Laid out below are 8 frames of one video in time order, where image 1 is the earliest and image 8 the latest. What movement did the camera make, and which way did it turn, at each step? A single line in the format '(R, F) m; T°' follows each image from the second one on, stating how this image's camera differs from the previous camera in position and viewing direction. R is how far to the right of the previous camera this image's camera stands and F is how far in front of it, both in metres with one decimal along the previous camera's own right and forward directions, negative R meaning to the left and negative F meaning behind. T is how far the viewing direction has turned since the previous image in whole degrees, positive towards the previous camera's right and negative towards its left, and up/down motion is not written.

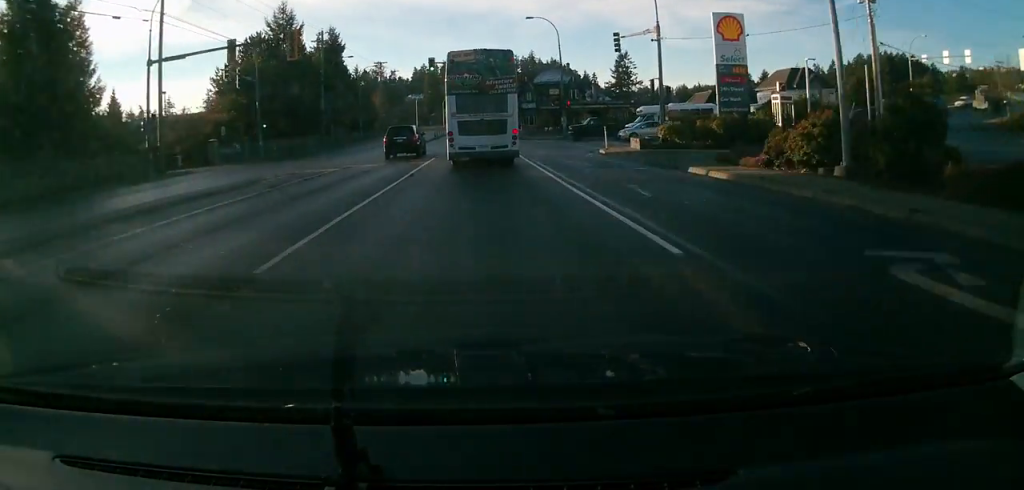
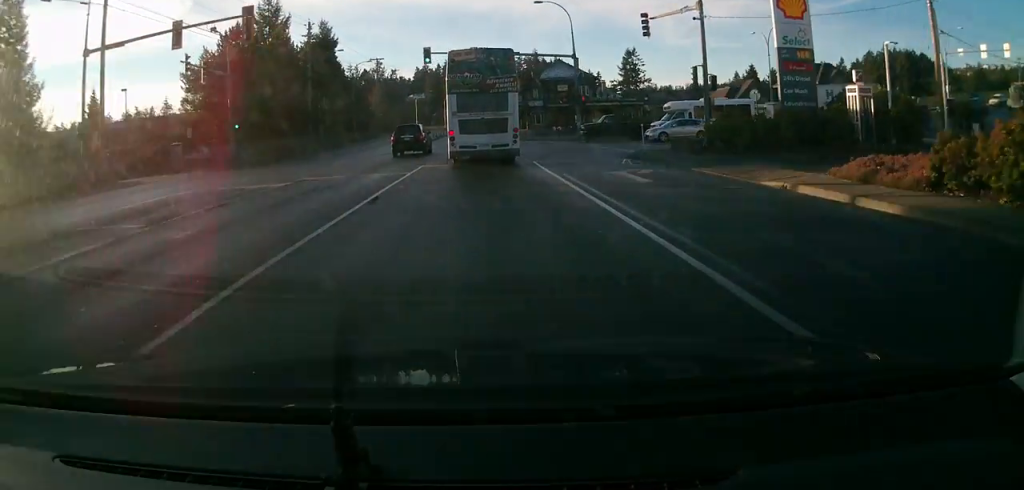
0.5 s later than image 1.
(-0.1, +7.2) m; 0°
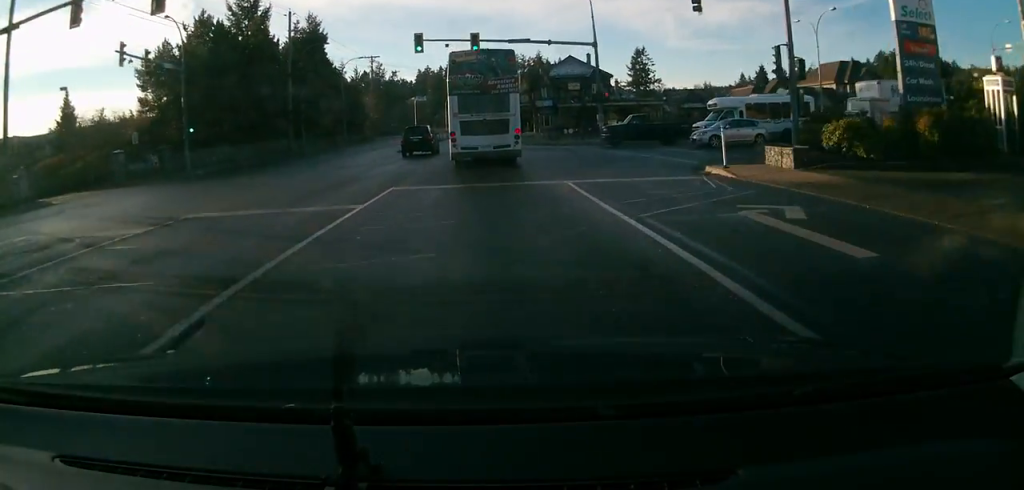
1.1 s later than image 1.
(0.0, +8.7) m; 0°
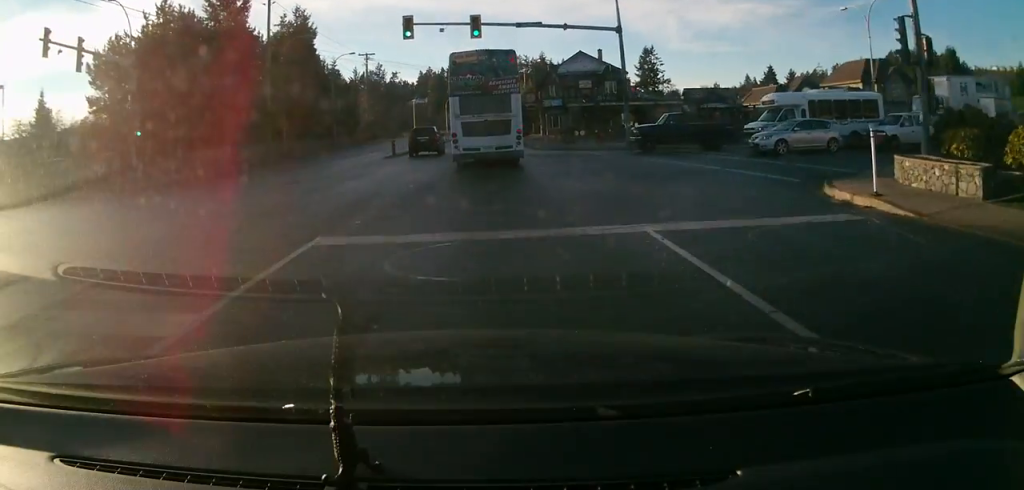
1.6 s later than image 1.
(0.0, +7.2) m; 0°
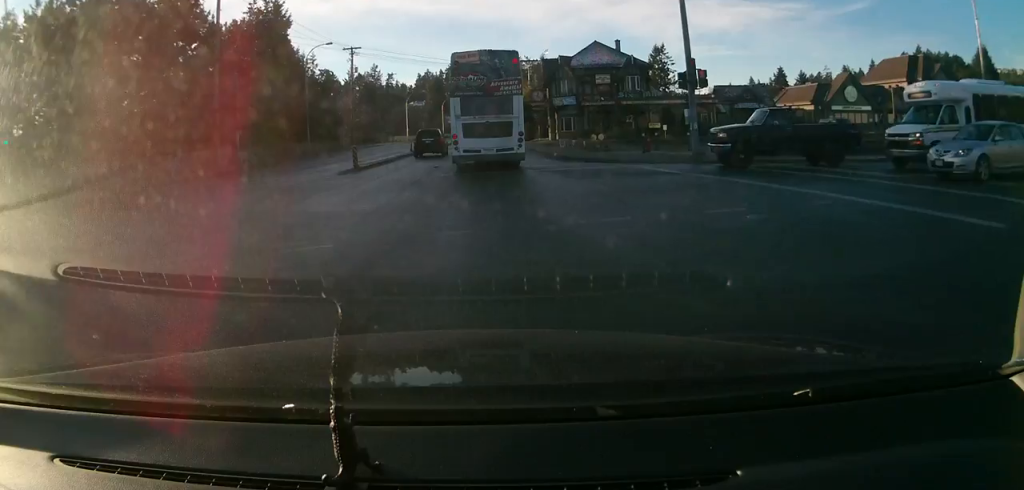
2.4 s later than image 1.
(0.0, +11.7) m; 0°
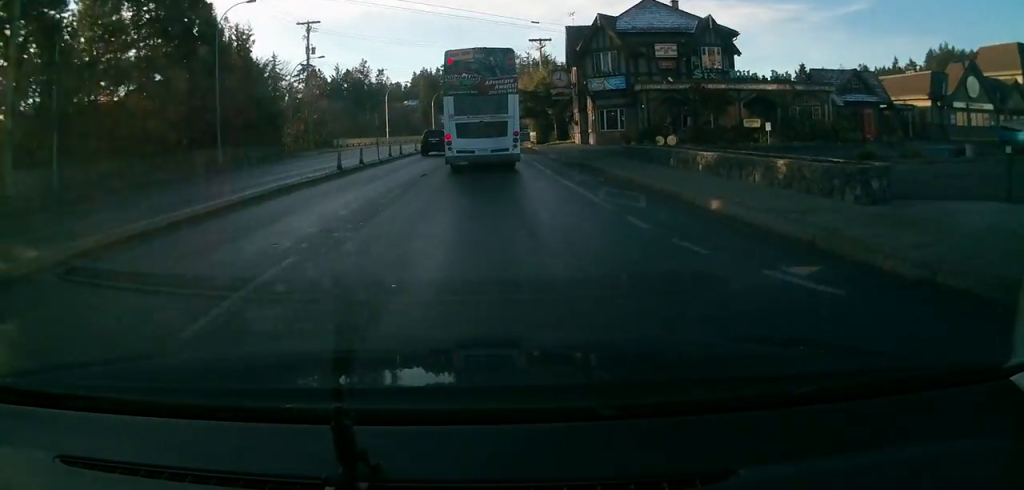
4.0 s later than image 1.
(0.0, +23.8) m; 0°
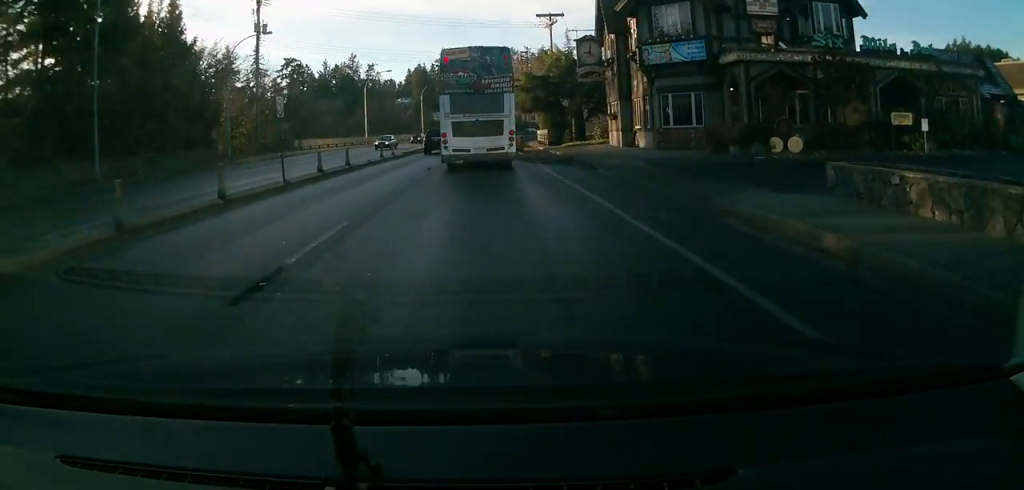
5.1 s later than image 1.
(0.0, +16.5) m; 0°
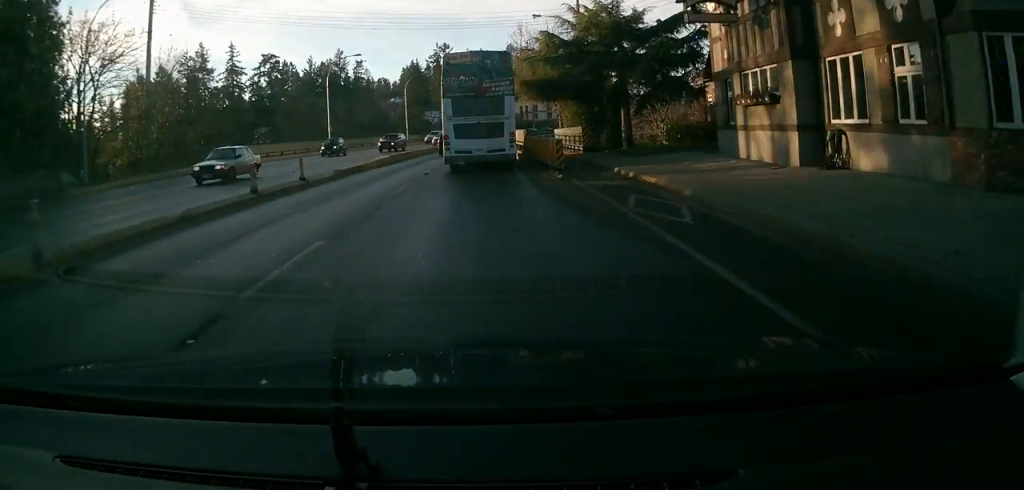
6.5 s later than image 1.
(0.0, +20.7) m; 0°
